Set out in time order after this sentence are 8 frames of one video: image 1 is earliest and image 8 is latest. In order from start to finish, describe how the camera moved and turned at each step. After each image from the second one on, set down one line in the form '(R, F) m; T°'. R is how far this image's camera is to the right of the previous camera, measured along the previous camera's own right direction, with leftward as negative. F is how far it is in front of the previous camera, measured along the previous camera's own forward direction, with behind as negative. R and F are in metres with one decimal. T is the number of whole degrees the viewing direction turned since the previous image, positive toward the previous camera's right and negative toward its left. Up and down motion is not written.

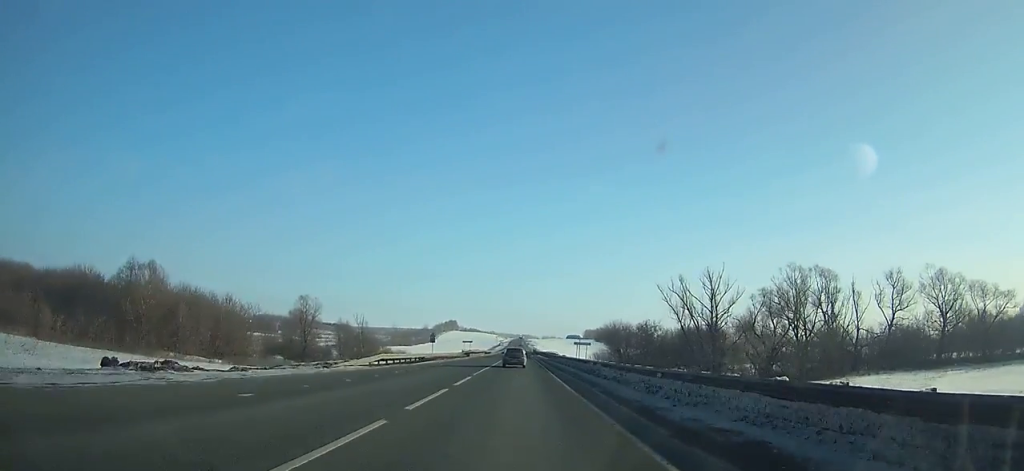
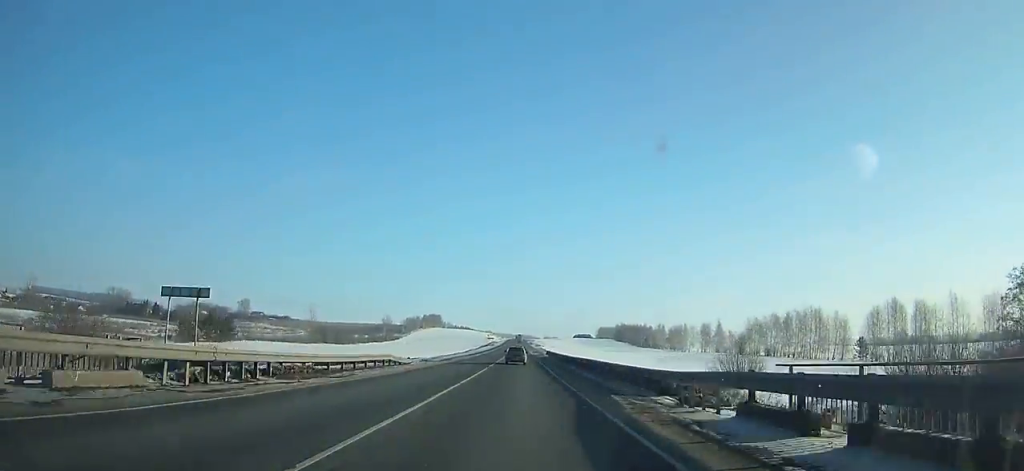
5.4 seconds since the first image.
(-0.2, +116.1) m; 0°
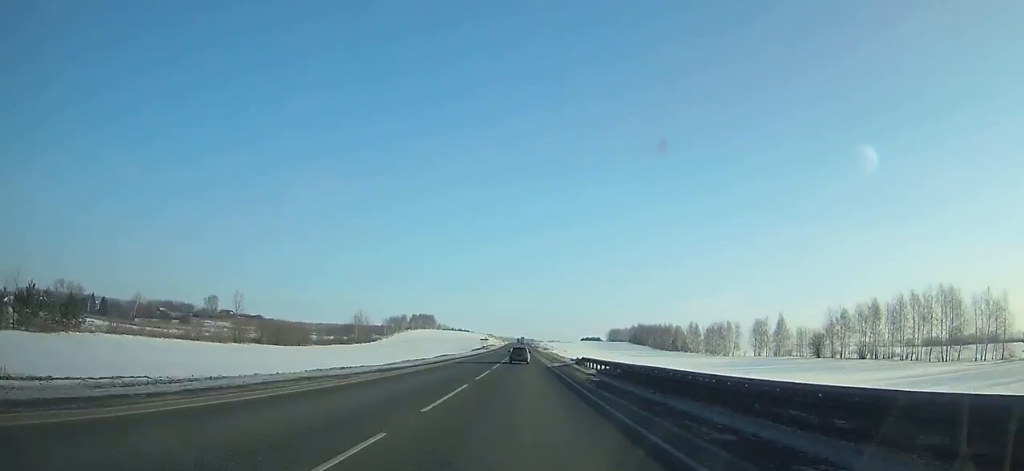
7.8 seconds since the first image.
(-0.1, +52.3) m; 0°
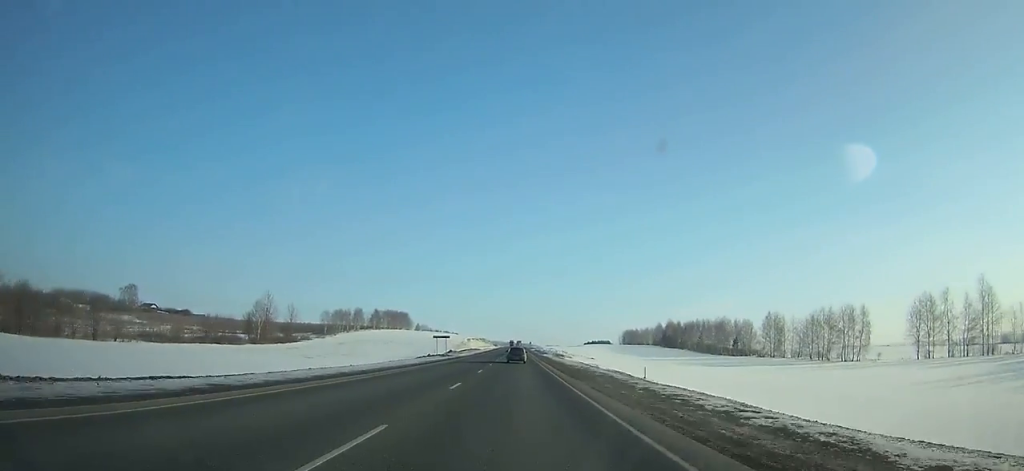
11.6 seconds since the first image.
(-0.2, +83.9) m; 0°
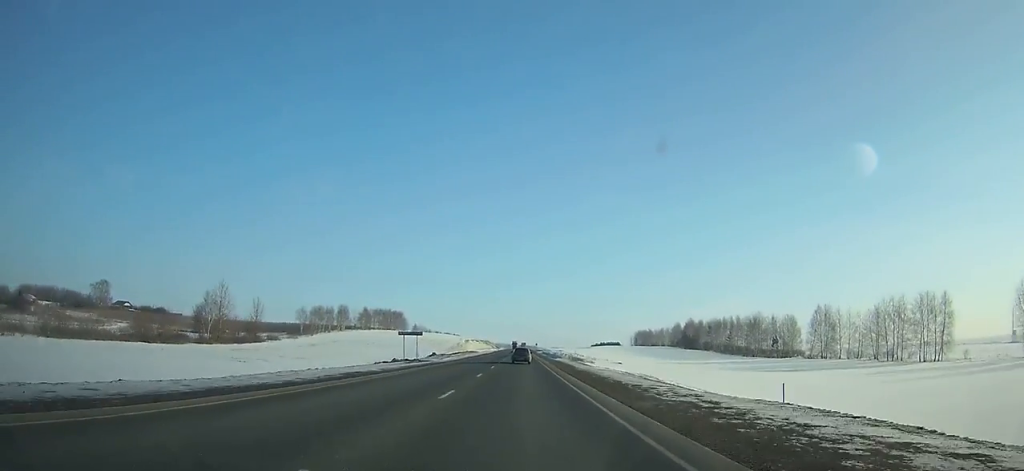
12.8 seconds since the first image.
(-0.1, +26.7) m; 0°
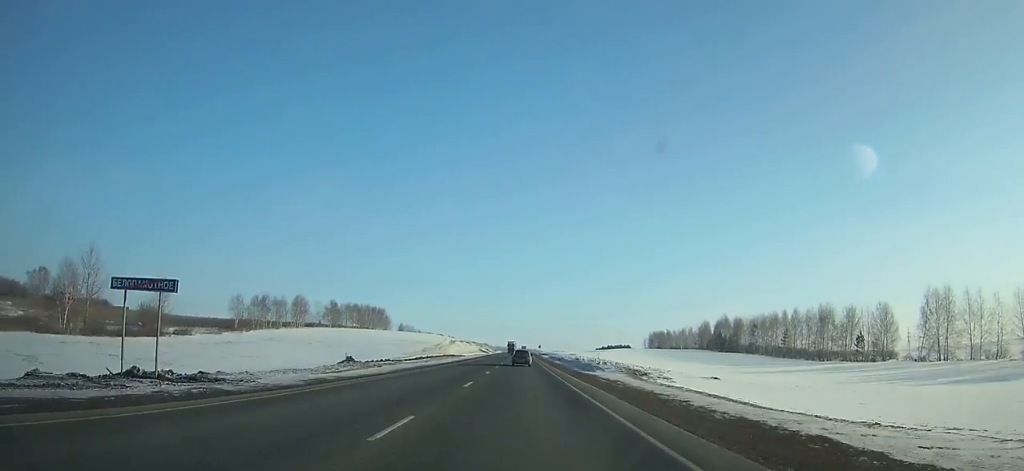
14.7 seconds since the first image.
(+0.2, +42.6) m; 0°
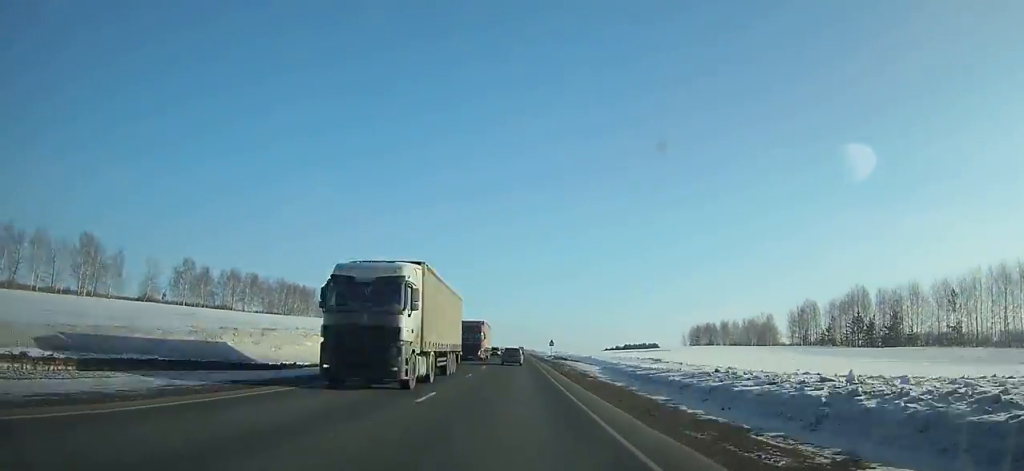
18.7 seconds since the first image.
(+0.3, +89.6) m; 0°
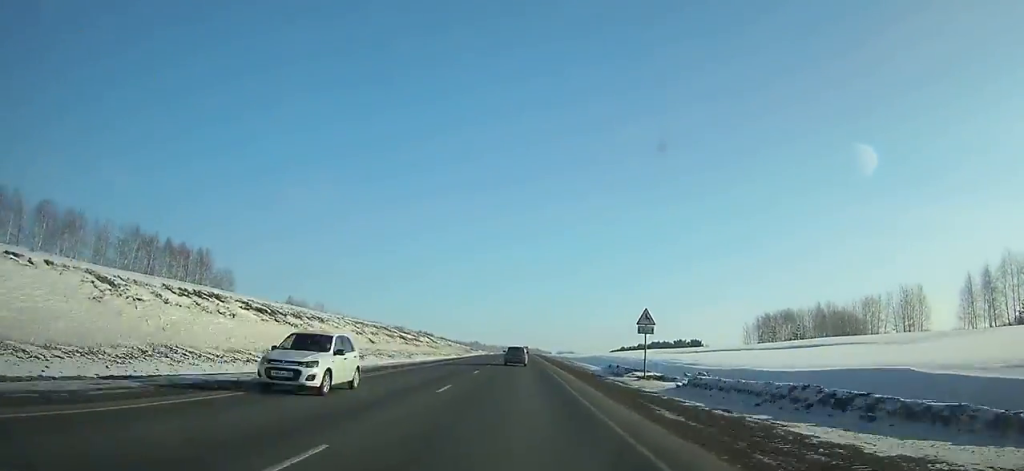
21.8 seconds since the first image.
(-0.3, +69.1) m; 0°
